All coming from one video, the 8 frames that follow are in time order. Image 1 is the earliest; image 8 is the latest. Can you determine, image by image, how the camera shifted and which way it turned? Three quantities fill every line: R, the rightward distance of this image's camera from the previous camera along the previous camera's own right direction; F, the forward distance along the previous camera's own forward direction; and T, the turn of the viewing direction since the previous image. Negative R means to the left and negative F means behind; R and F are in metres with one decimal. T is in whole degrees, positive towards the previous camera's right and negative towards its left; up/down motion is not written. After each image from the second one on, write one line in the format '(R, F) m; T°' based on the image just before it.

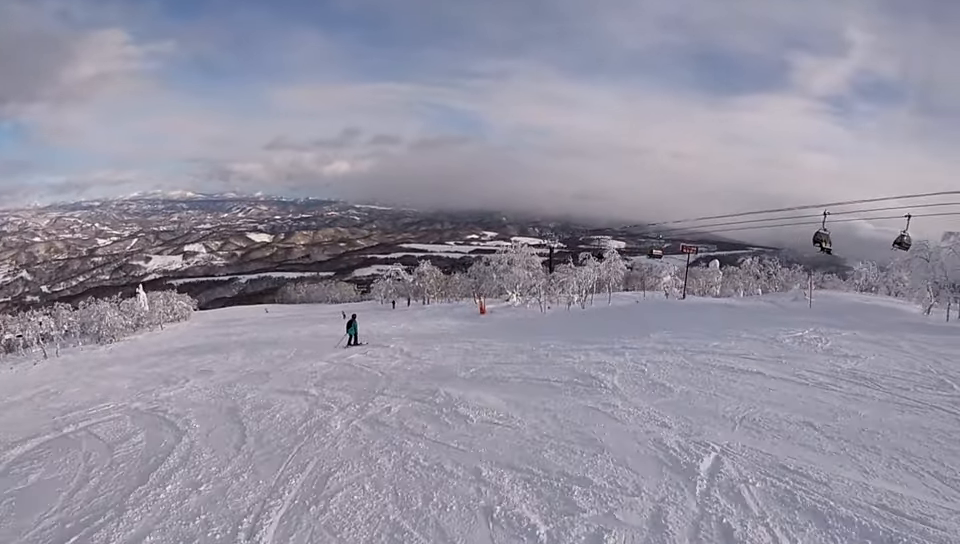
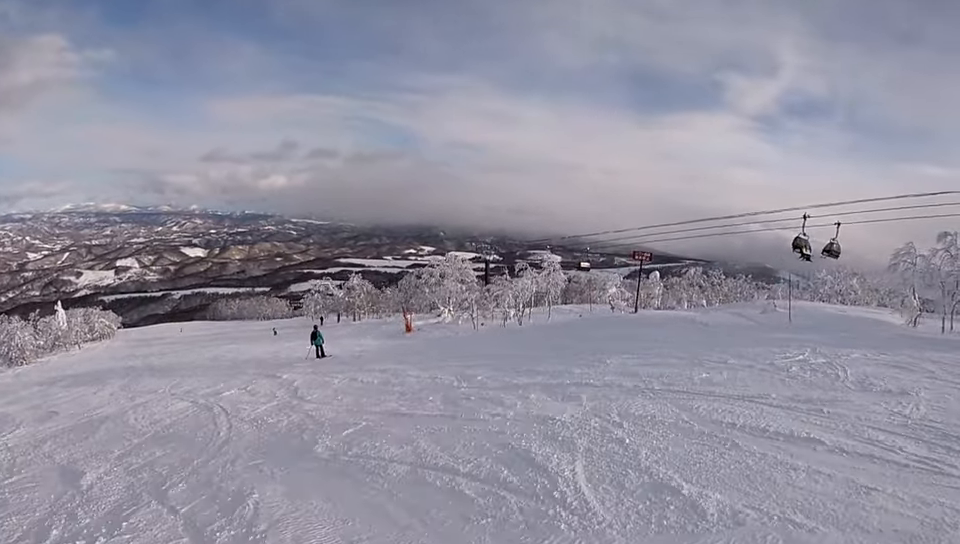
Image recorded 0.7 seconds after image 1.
(+0.4, +3.8) m; +2°
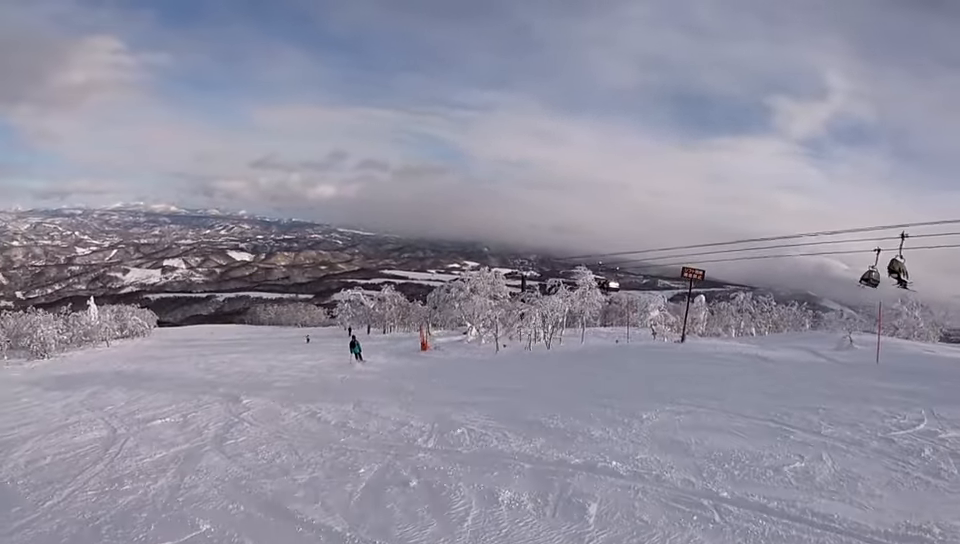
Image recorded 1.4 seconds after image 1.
(+0.4, +3.9) m; -3°
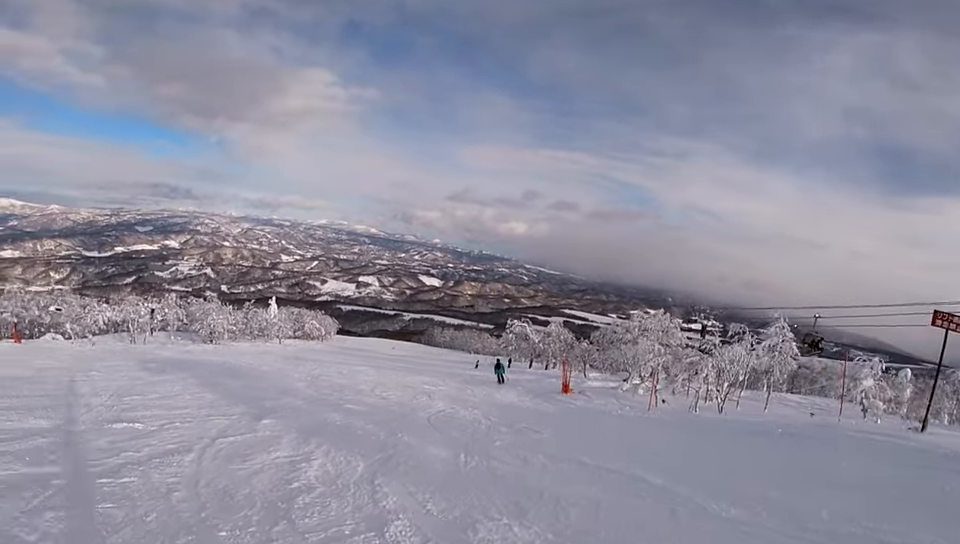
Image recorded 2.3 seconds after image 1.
(-0.9, +5.2) m; -13°
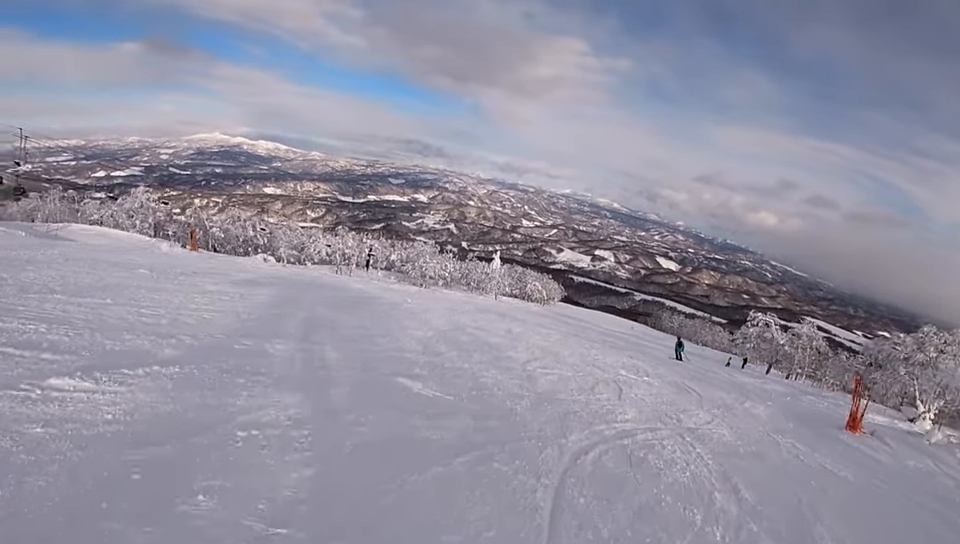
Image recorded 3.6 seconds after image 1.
(-2.2, +7.6) m; -34°
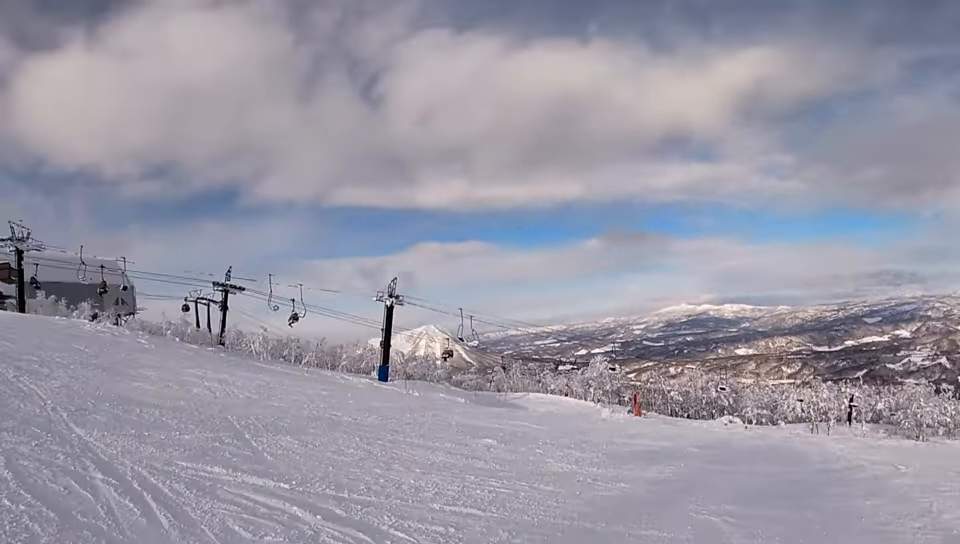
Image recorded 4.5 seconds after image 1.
(-1.3, +5.8) m; -5°
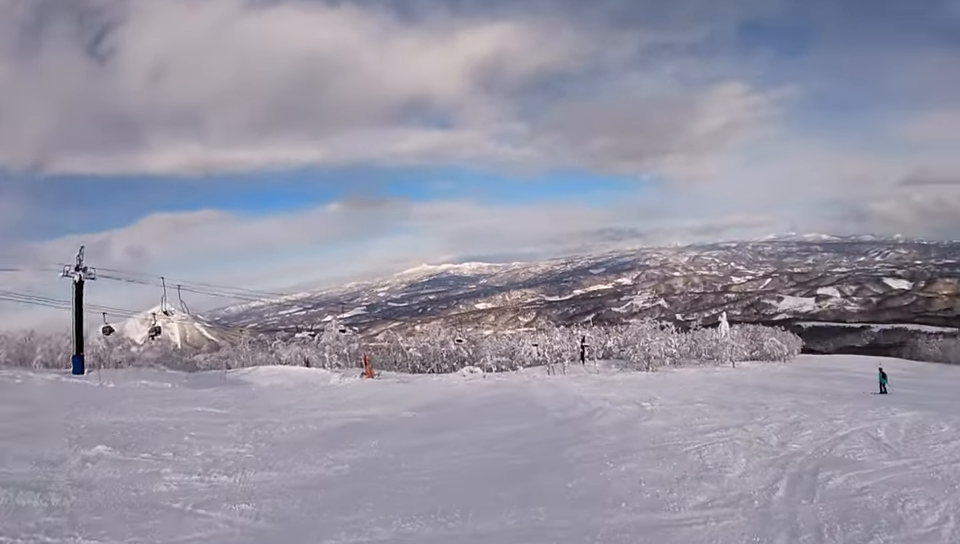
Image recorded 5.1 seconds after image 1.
(+0.2, +3.3) m; +8°
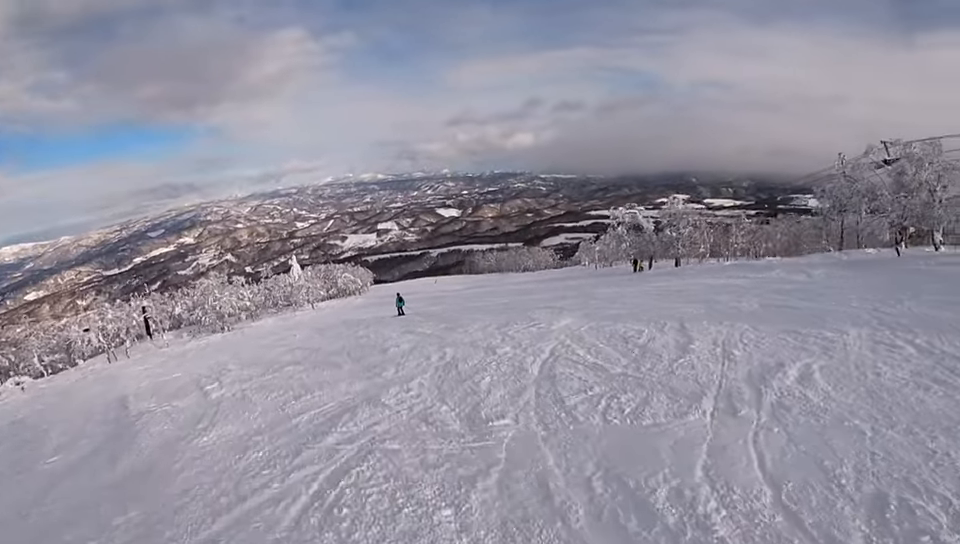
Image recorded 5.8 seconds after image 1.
(+0.5, +5.0) m; +13°
